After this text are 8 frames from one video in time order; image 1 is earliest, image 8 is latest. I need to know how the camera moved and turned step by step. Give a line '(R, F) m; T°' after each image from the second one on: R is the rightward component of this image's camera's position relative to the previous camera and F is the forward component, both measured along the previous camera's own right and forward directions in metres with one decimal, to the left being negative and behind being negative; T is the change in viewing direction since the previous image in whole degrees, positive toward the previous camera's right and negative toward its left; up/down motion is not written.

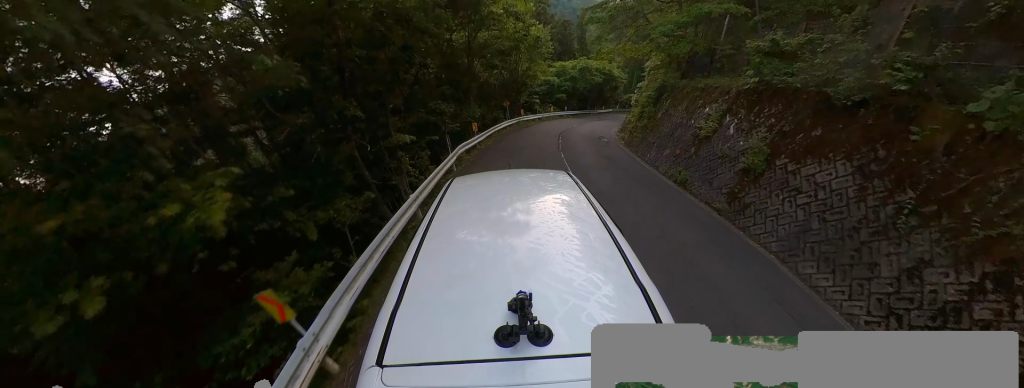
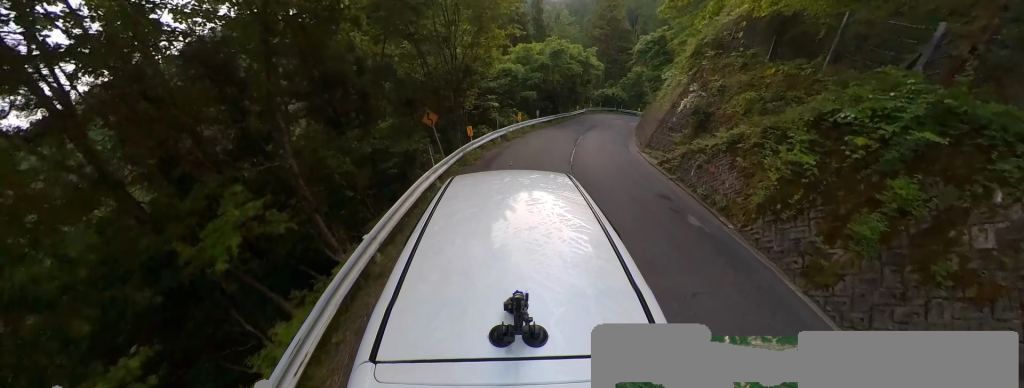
(+0.7, +14.0) m; +4°
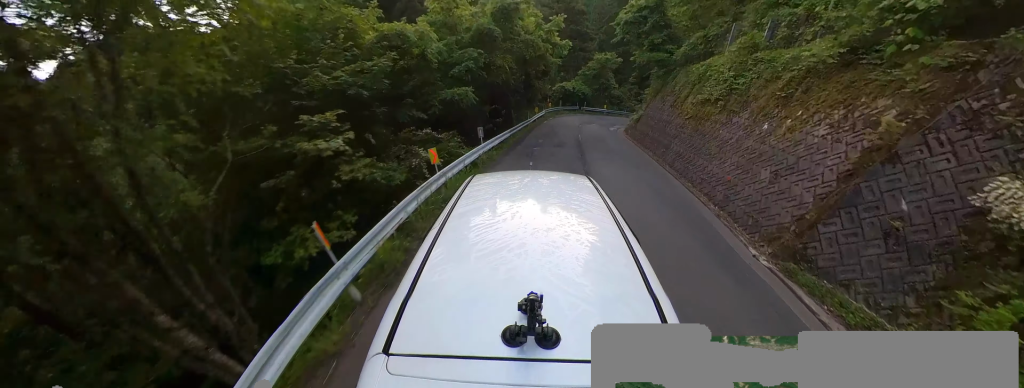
(+0.1, +13.1) m; +2°
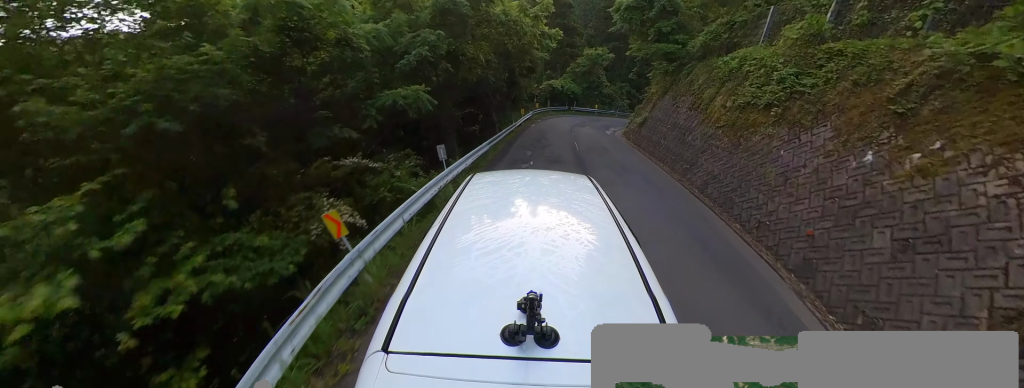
(0.0, +3.9) m; +2°
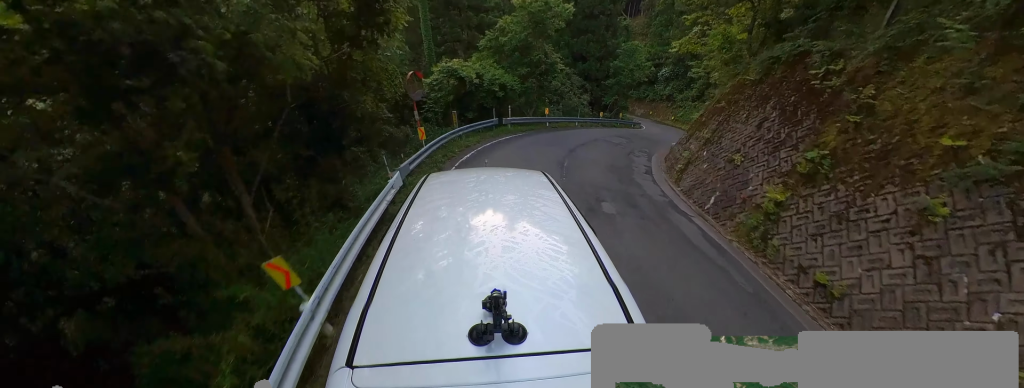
(+4.0, +21.4) m; +34°
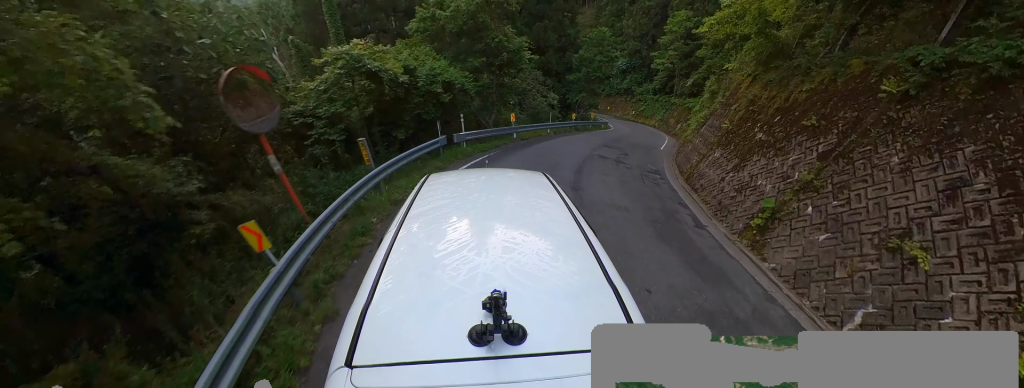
(+1.0, +6.2) m; +22°
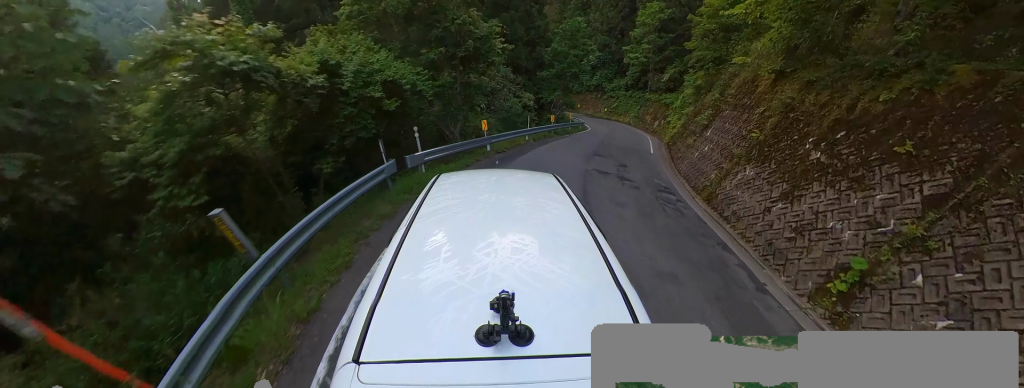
(+1.1, +3.6) m; +11°
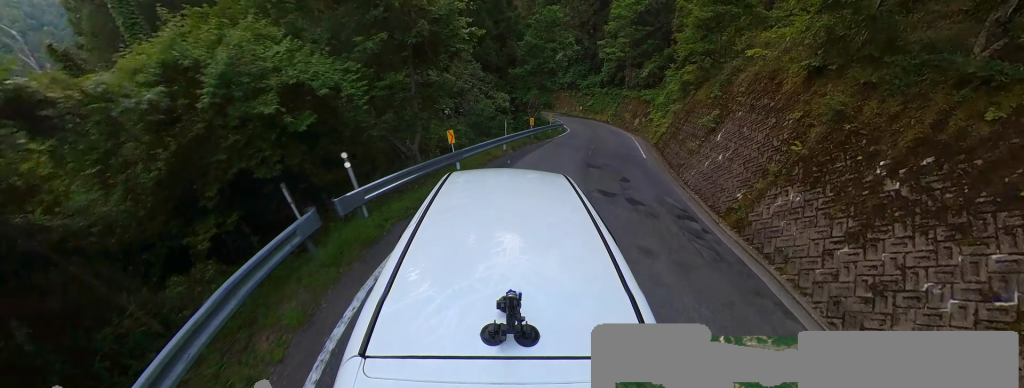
(+0.3, +3.1) m; +6°
